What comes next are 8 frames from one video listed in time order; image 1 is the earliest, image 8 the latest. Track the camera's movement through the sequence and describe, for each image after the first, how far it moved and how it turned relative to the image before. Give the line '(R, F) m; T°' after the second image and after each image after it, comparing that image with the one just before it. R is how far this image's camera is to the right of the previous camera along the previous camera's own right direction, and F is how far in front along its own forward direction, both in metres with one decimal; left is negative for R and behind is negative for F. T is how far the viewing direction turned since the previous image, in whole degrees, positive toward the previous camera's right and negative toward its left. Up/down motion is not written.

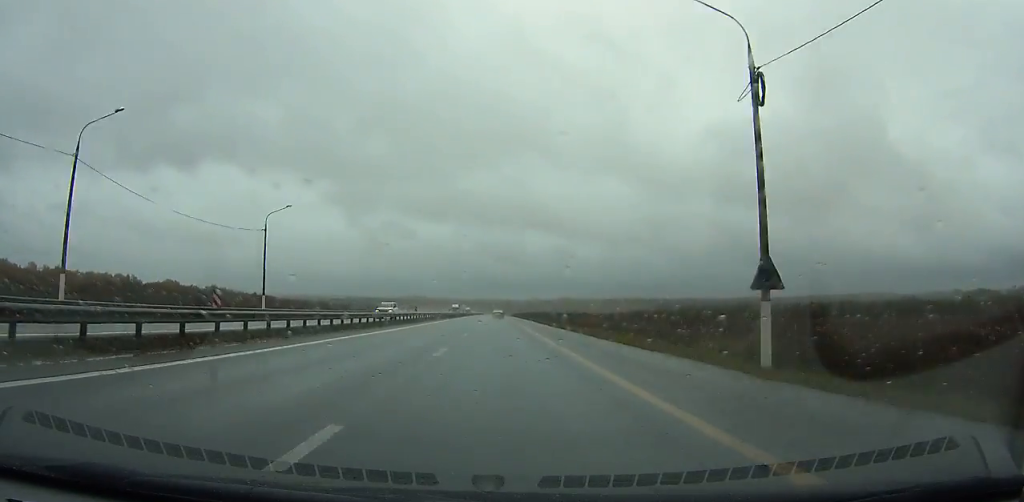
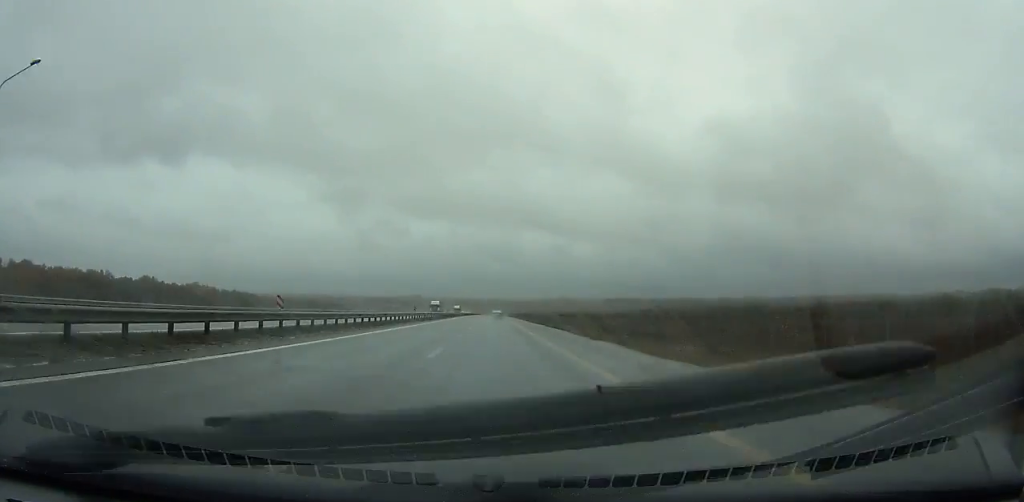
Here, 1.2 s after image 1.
(0.0, +34.7) m; 0°
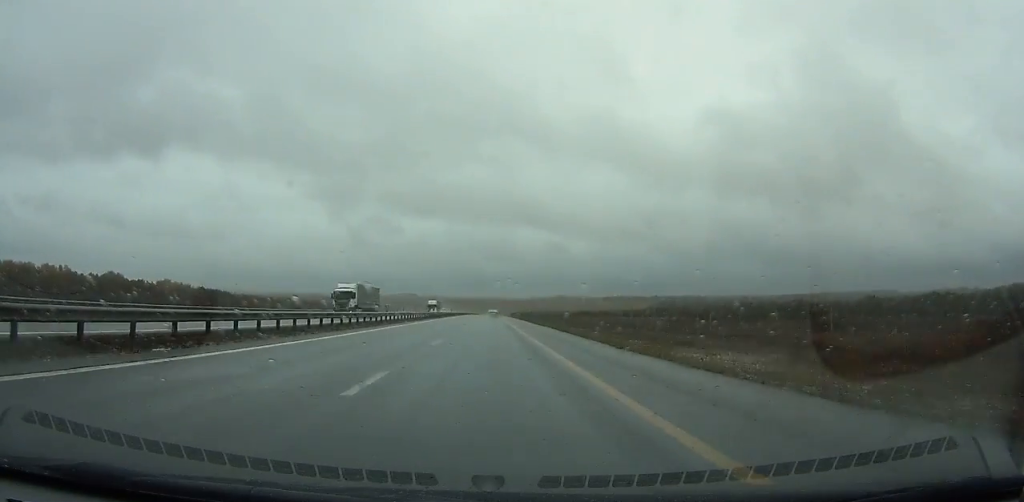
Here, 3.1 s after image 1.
(+0.2, +55.7) m; 0°
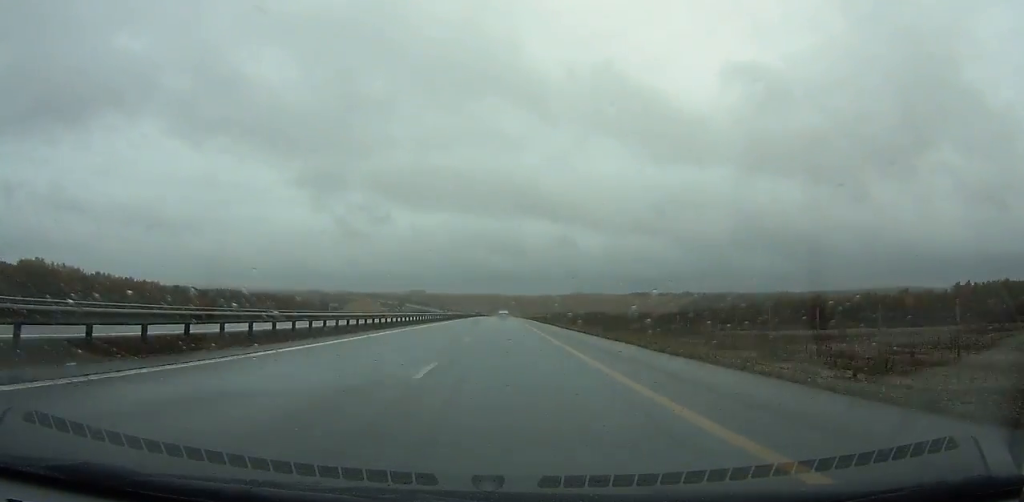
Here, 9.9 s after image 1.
(-1.3, +203.1) m; 0°
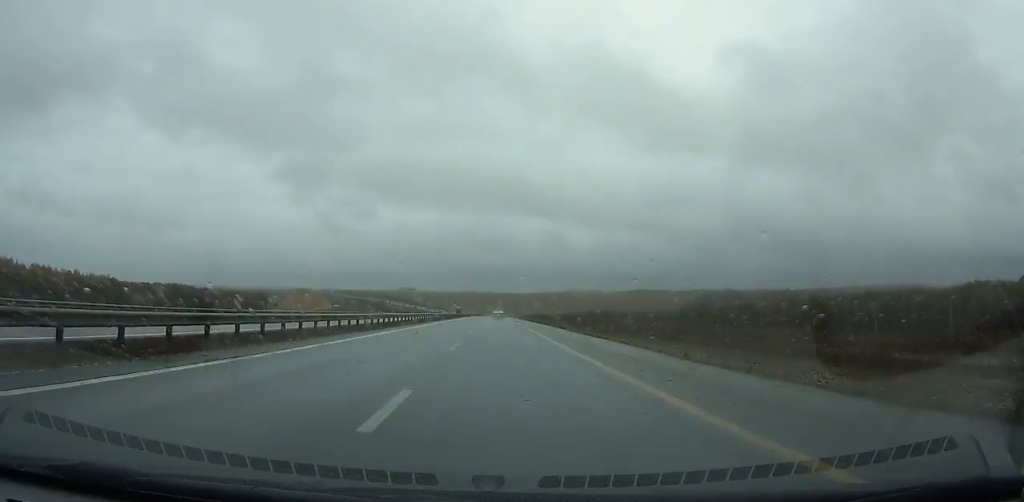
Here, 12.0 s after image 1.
(+0.3, +63.7) m; 0°
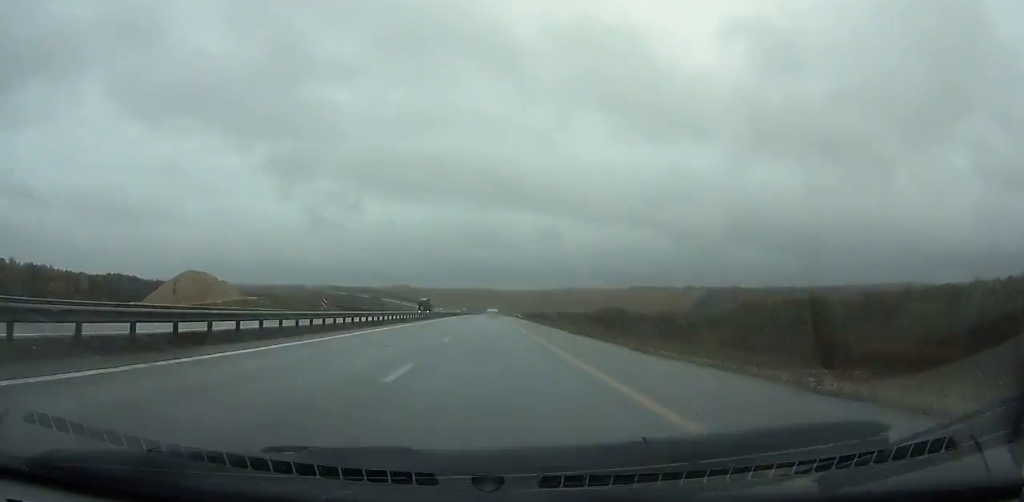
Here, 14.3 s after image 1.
(+0.2, +70.0) m; 0°
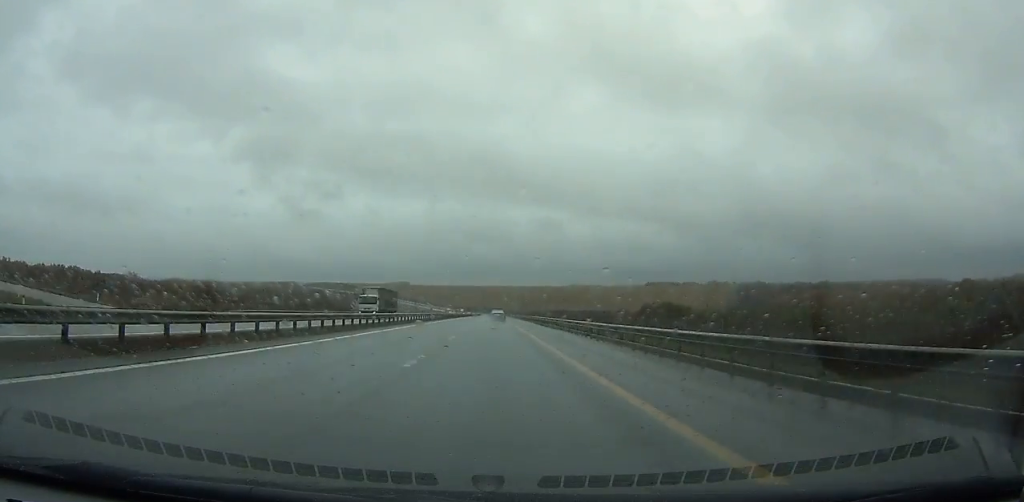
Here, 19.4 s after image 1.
(0.0, +155.6) m; 0°
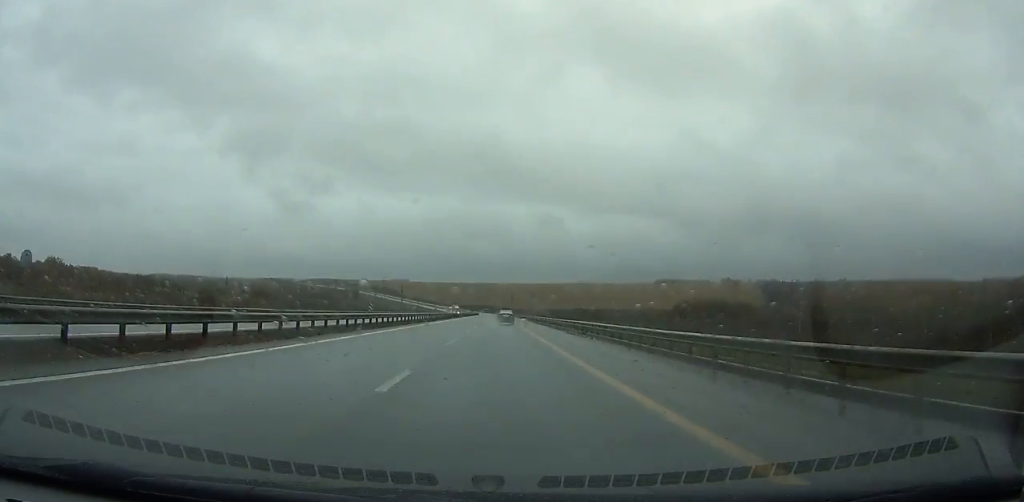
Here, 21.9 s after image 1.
(0.0, +76.1) m; 0°
